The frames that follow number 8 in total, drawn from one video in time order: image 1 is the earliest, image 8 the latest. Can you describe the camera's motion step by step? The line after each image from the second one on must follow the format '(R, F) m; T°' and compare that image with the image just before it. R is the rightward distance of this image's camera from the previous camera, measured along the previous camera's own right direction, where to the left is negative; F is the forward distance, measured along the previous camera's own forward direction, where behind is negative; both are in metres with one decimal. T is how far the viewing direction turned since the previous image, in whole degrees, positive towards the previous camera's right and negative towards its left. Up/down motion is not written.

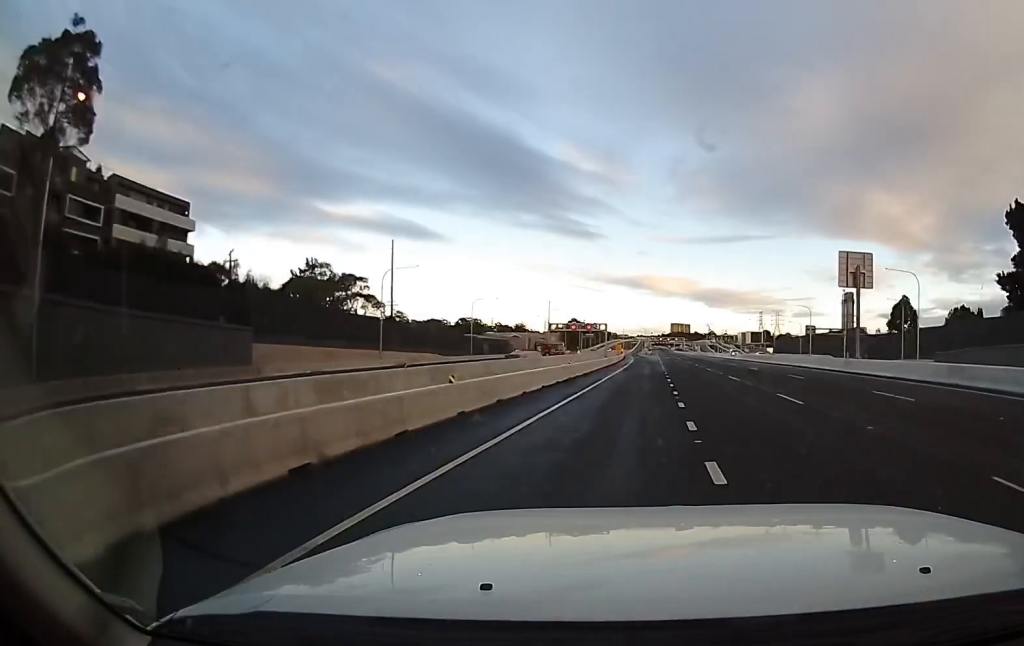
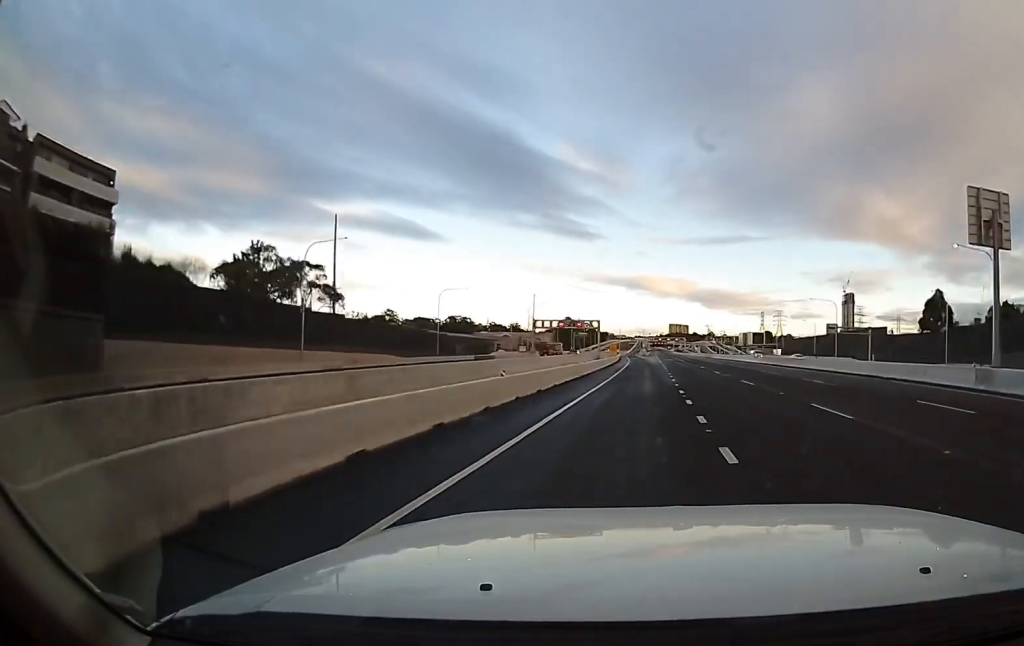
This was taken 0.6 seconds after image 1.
(-0.1, +14.0) m; 0°
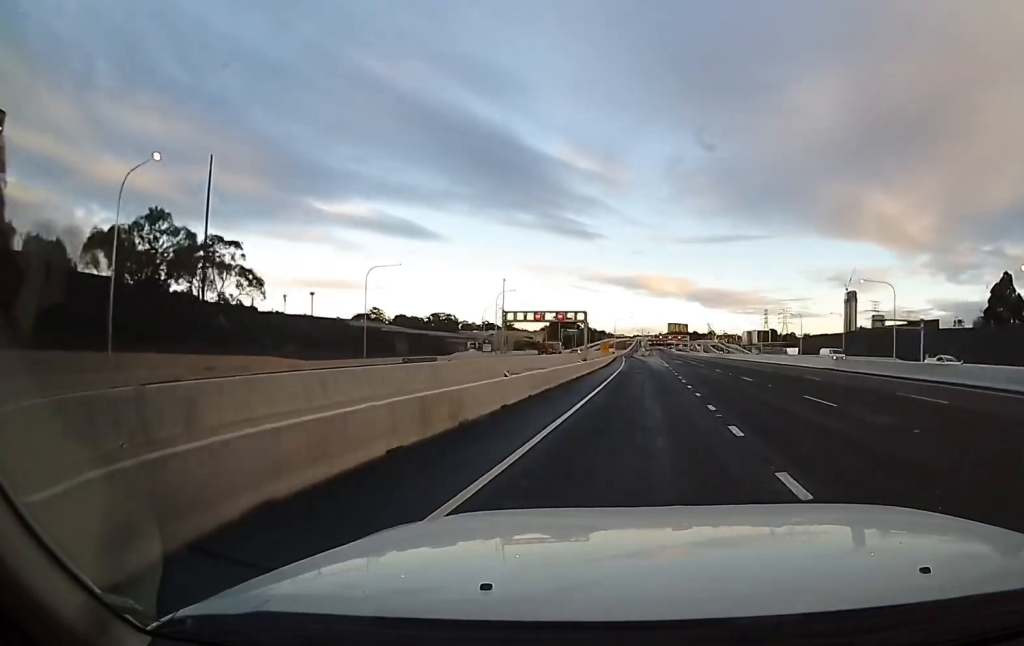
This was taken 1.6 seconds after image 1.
(+0.2, +20.6) m; 0°
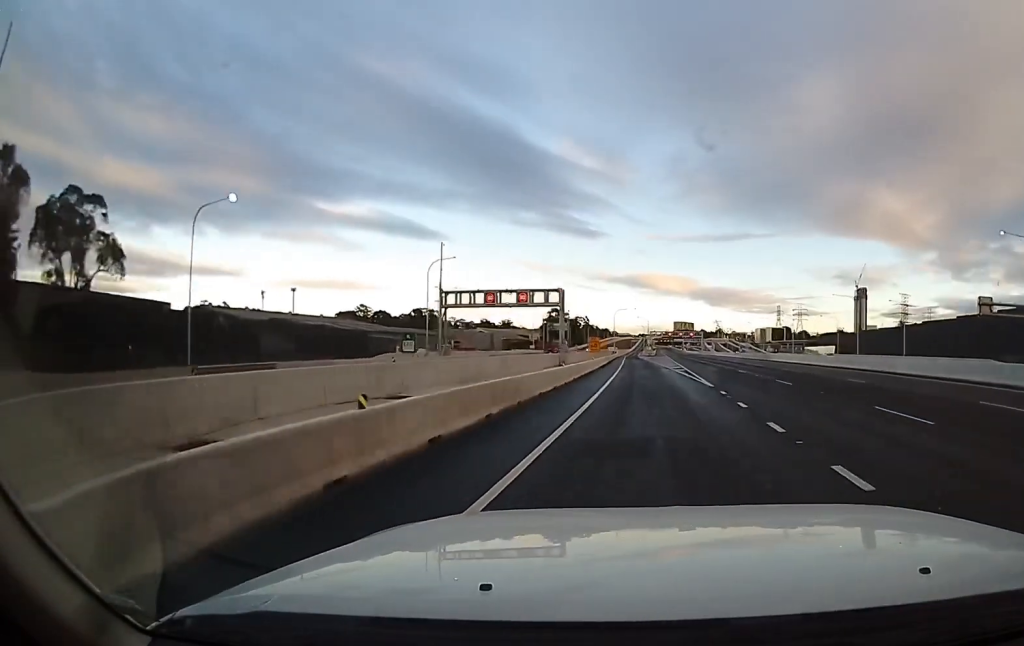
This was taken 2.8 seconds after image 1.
(-0.1, +26.5) m; +1°
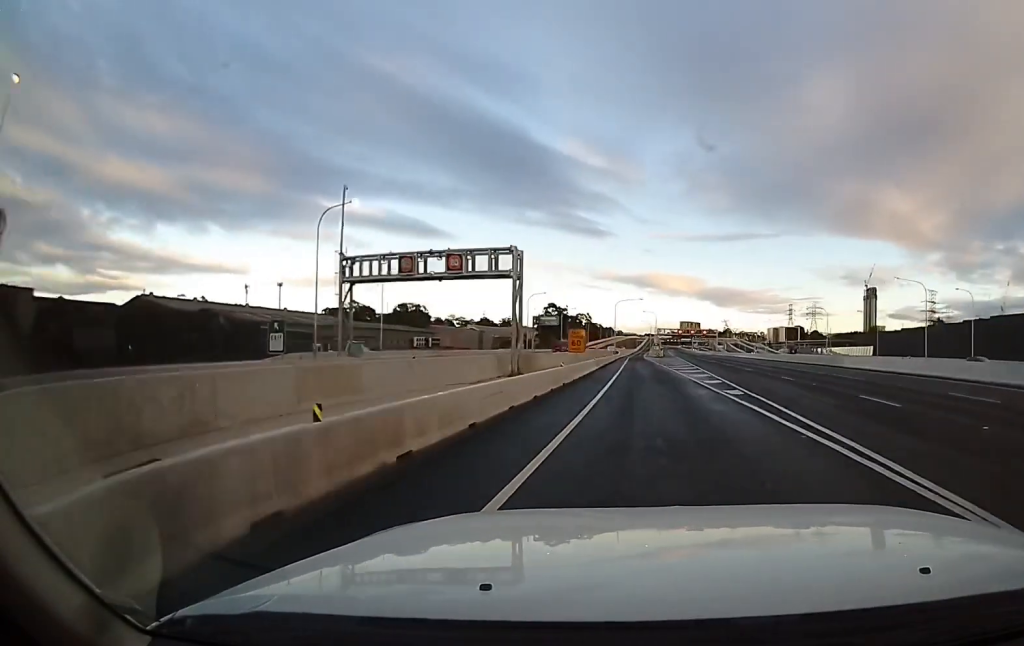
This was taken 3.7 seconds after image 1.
(+0.4, +19.8) m; 0°
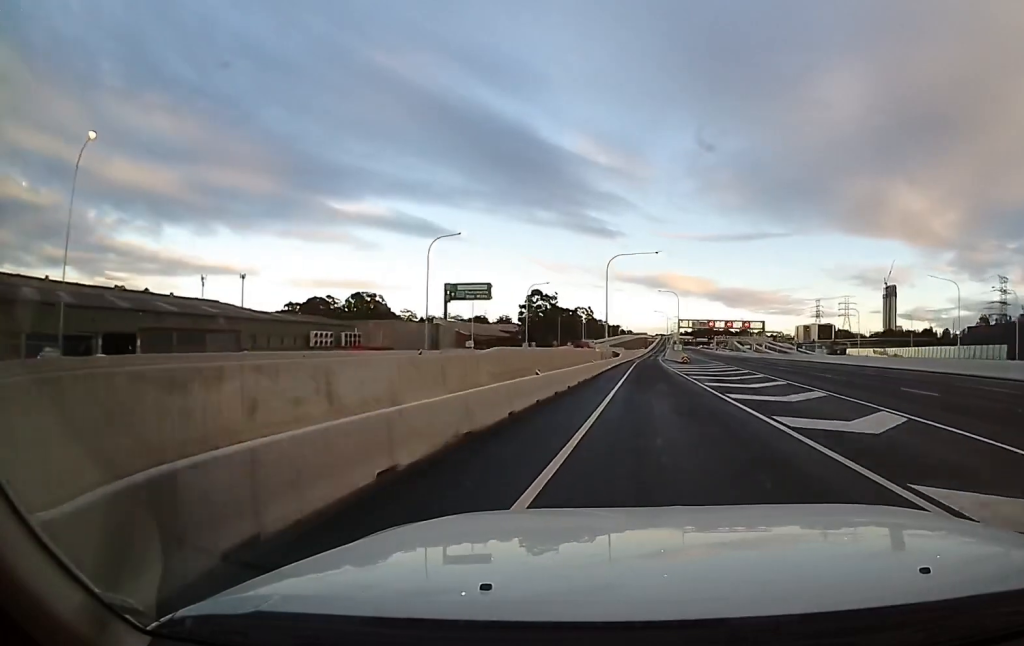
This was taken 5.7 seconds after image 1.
(-0.5, +43.6) m; -1°
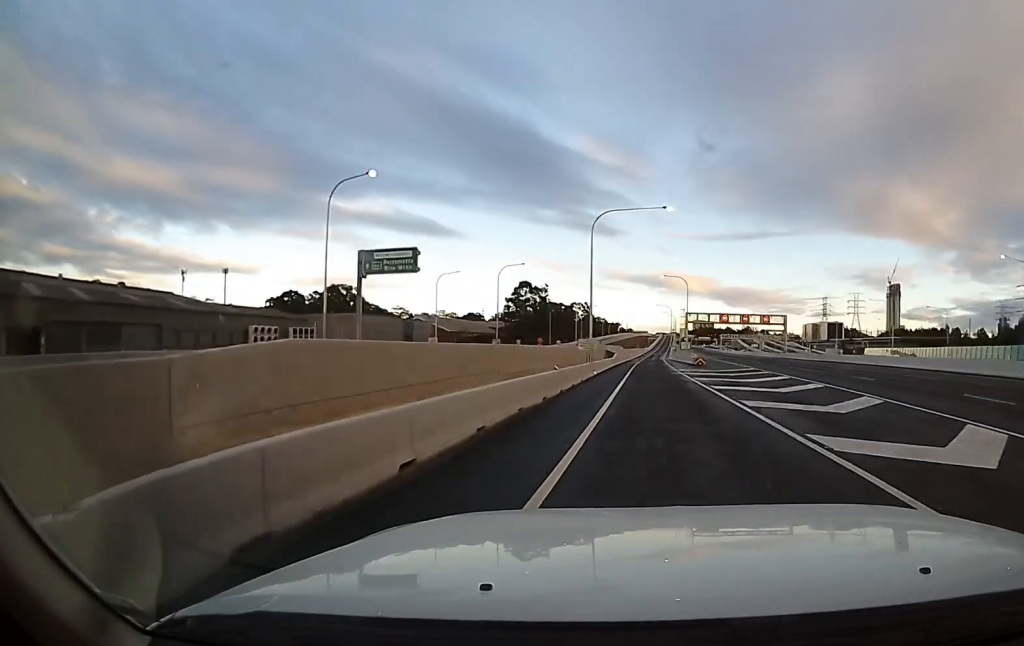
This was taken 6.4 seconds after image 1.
(-0.1, +14.7) m; 0°
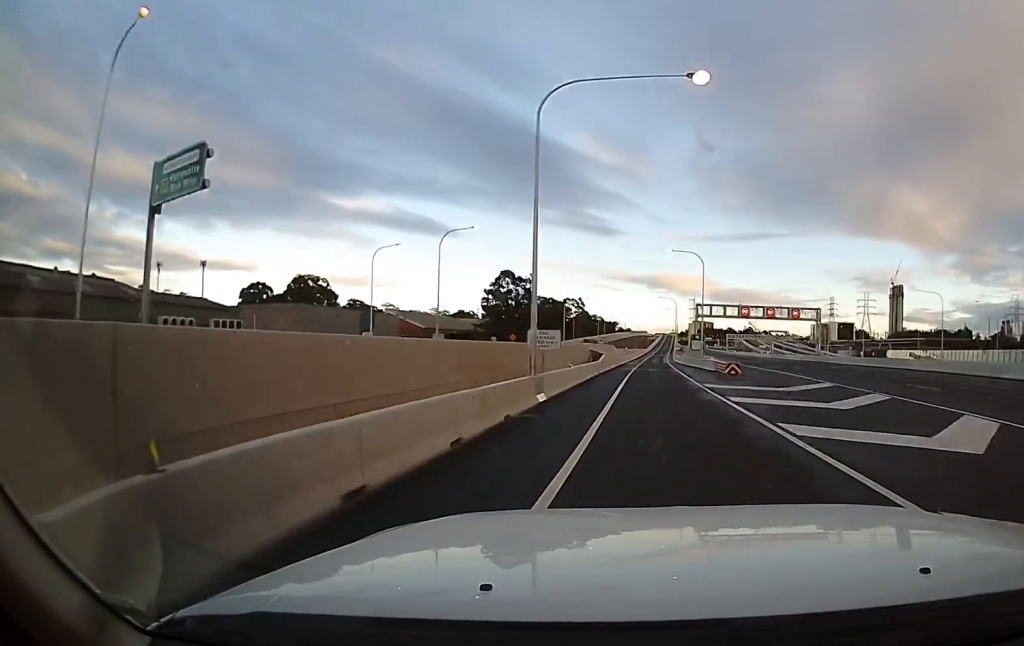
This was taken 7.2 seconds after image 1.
(-0.1, +16.6) m; 0°
